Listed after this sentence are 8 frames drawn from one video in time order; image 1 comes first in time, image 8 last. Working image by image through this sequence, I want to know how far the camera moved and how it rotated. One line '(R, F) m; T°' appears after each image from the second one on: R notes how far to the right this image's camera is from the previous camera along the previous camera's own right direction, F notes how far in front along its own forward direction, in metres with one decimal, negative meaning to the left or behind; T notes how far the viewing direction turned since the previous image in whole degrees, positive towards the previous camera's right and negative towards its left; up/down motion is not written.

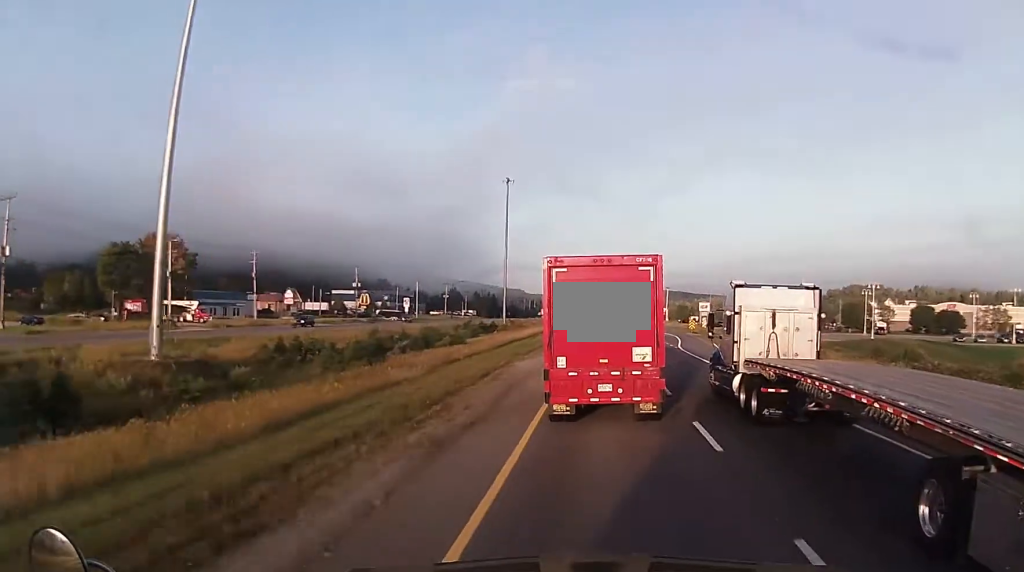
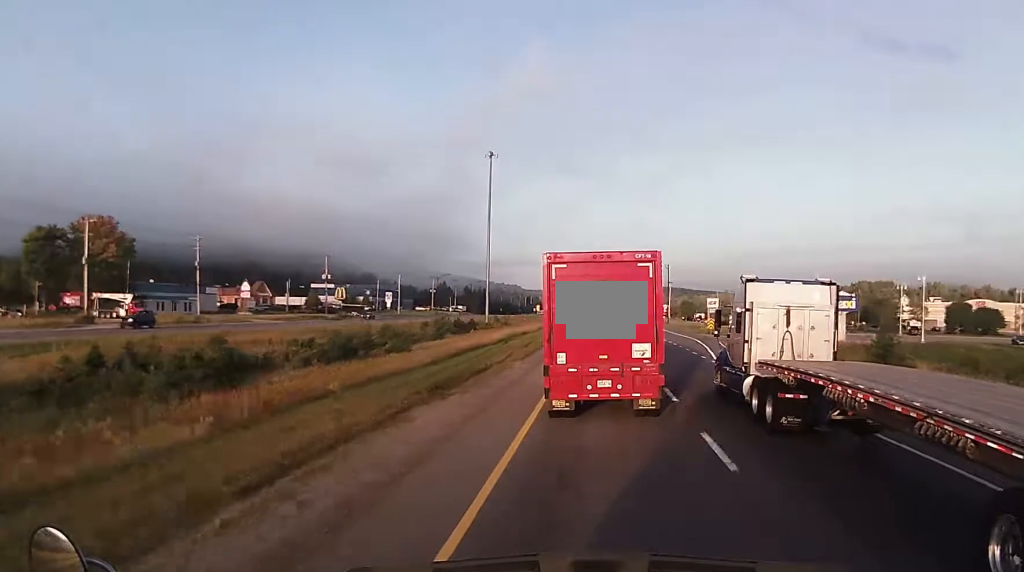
(-0.2, +20.1) m; 0°
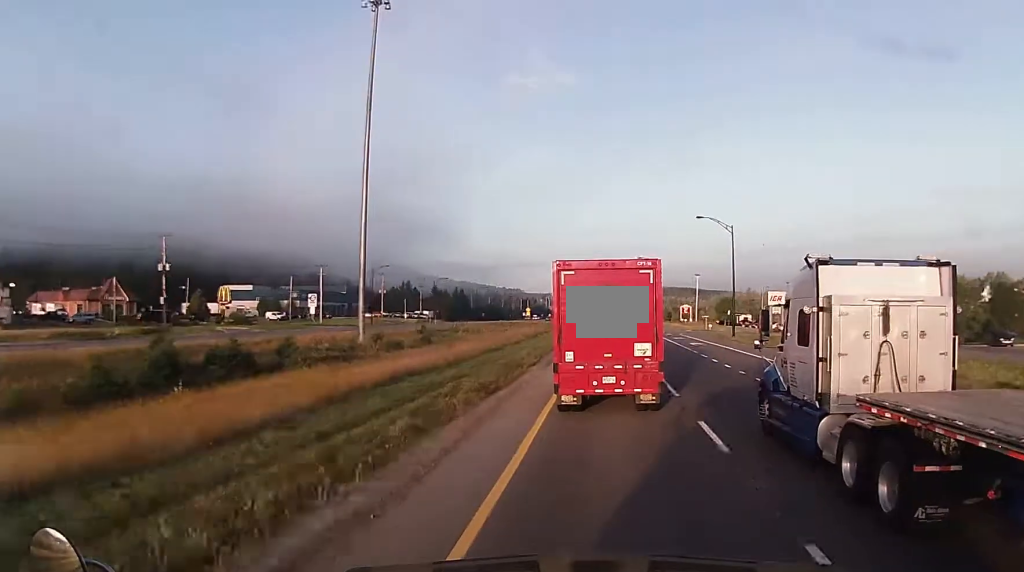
(+0.4, +70.3) m; 0°
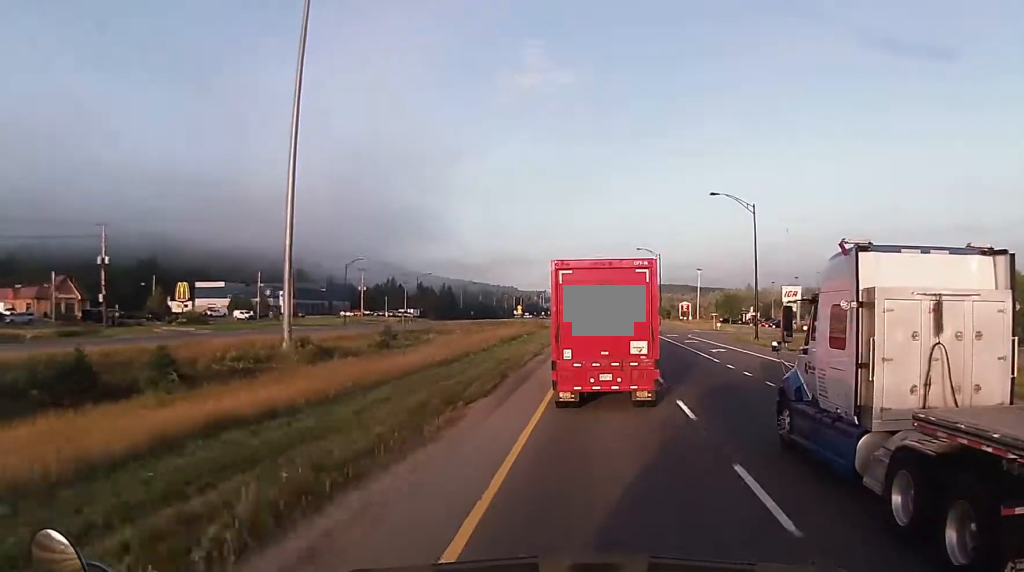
(0.0, +14.1) m; +1°
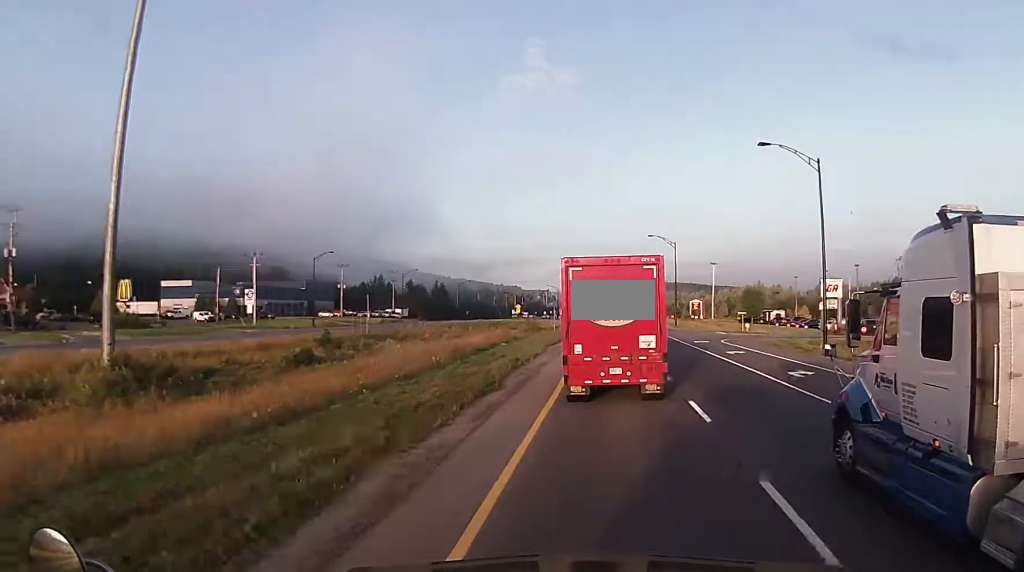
(+0.4, +19.3) m; 0°
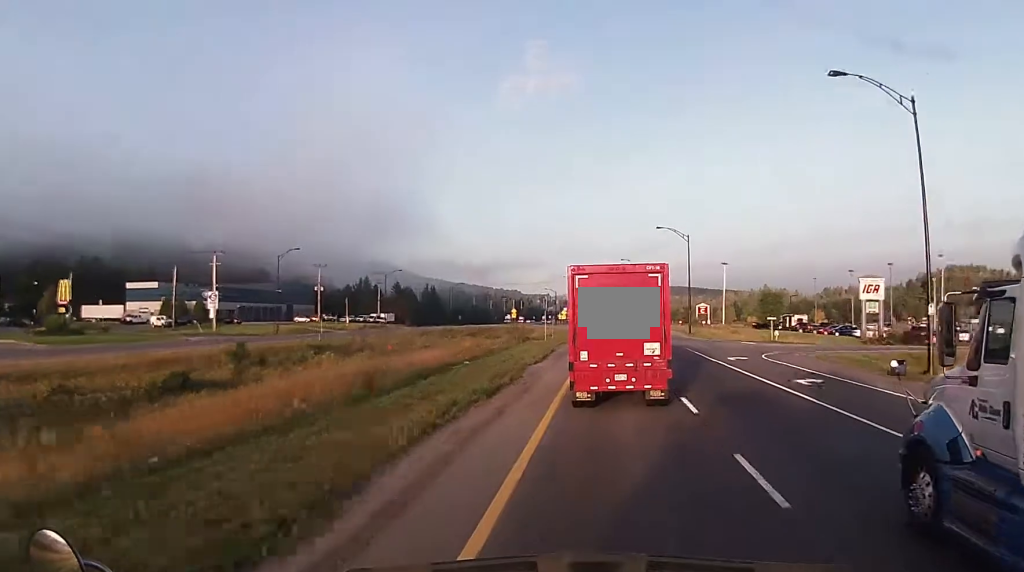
(-0.4, +15.5) m; 0°
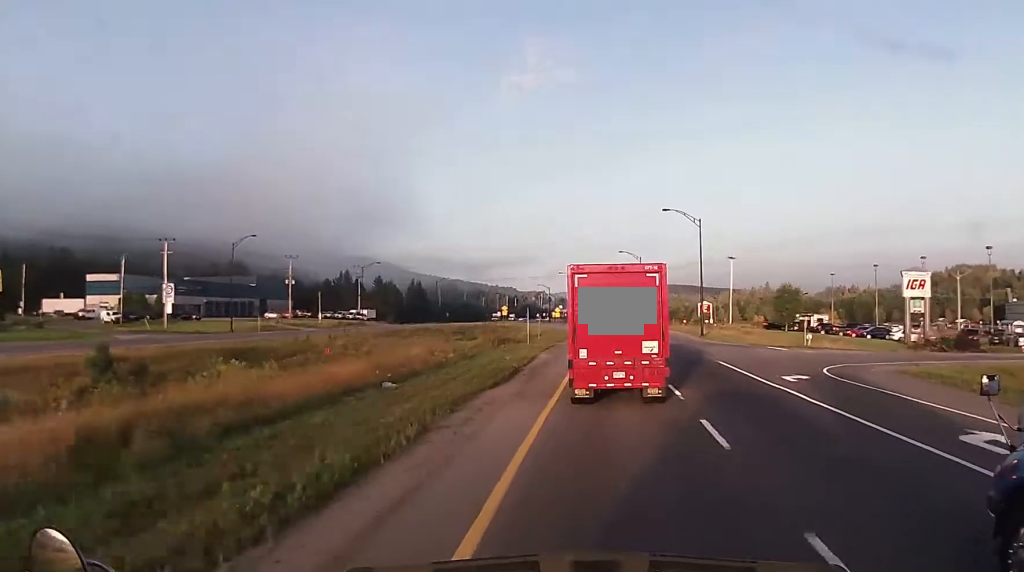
(+0.1, +13.9) m; 0°
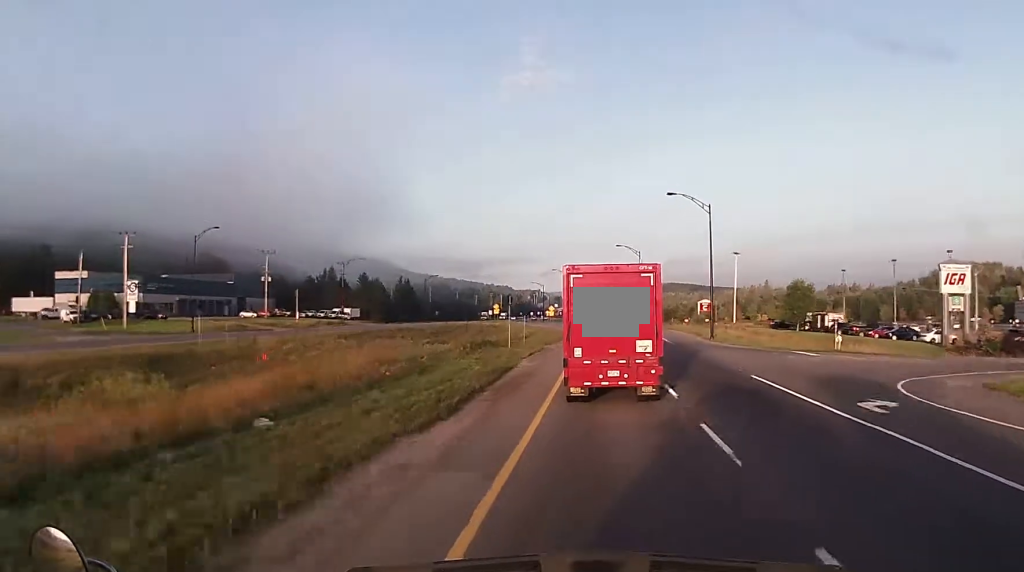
(+0.2, +9.5) m; 0°
